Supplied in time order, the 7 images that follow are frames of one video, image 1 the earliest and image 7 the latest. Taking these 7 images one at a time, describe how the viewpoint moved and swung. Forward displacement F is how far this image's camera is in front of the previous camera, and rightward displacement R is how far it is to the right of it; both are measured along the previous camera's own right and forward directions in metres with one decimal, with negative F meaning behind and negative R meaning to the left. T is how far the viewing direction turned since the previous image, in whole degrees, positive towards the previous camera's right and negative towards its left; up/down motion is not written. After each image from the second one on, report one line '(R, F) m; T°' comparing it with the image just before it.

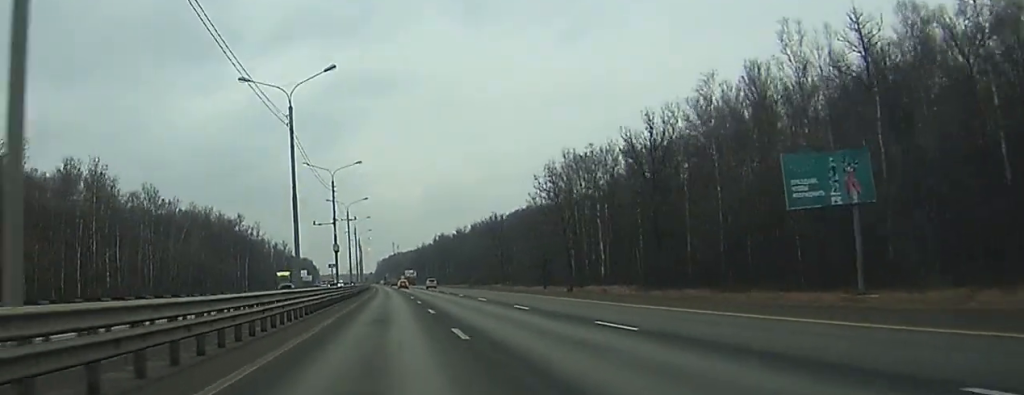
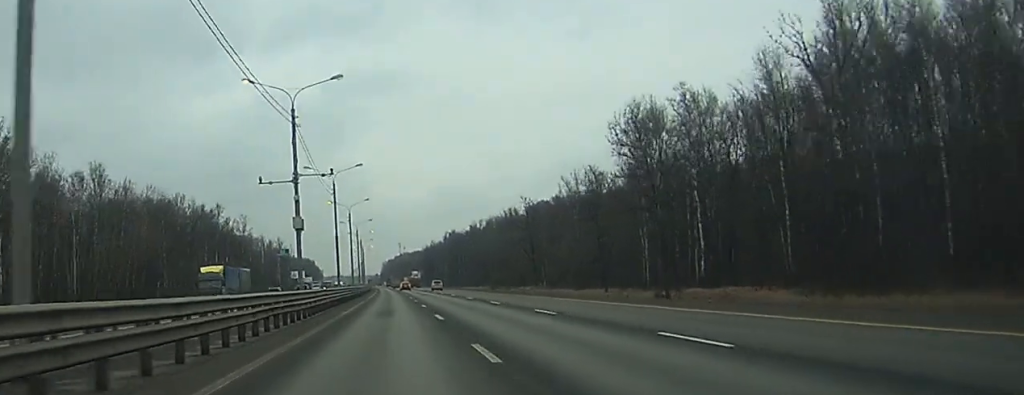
(-0.1, +37.3) m; 0°
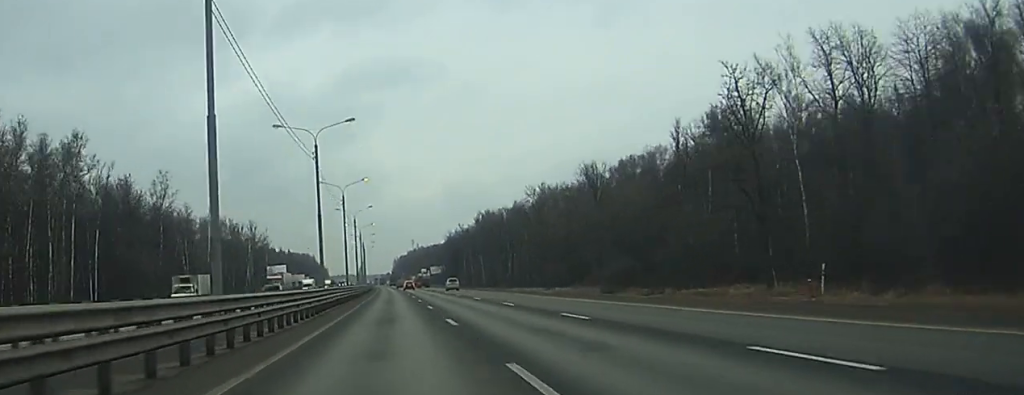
(-0.9, +101.2) m; -1°
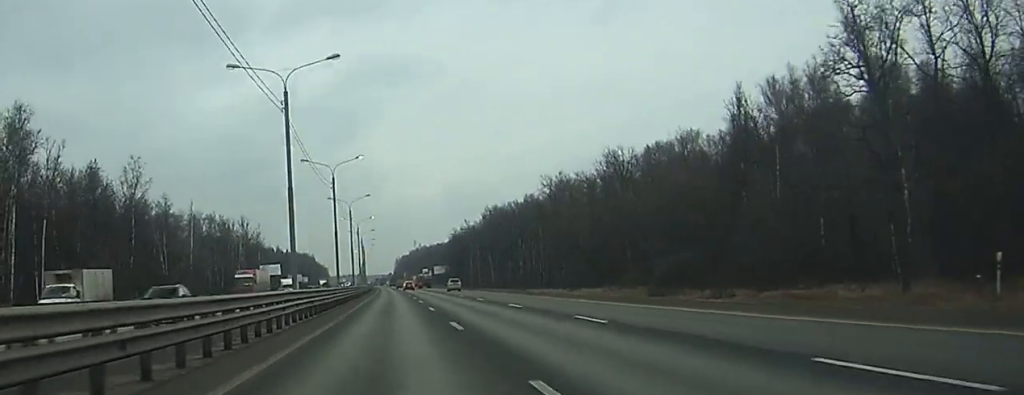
(0.0, +18.3) m; 0°
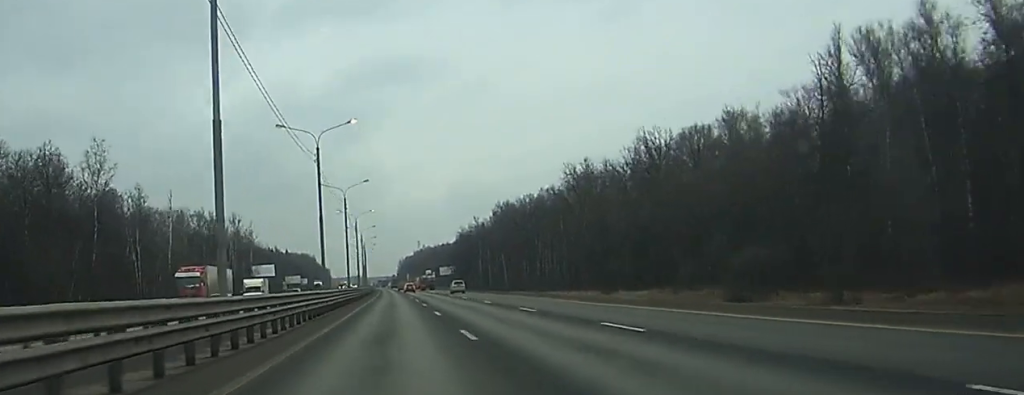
(0.0, +19.4) m; 0°
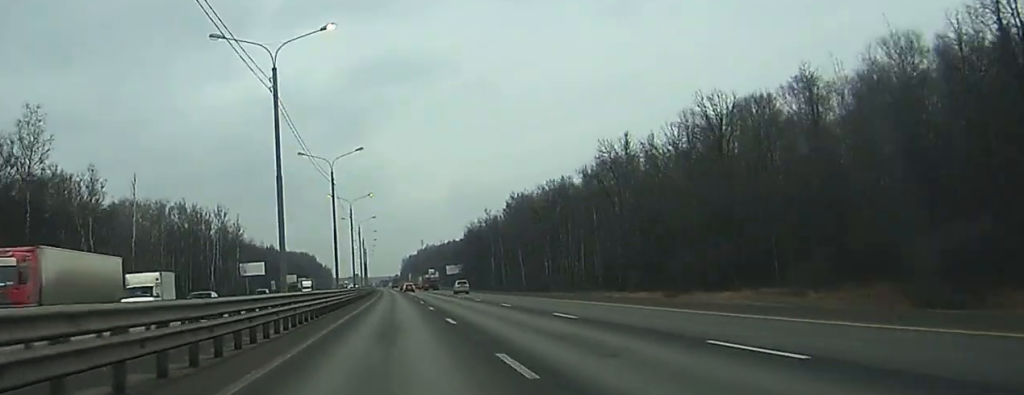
(-0.1, +24.0) m; 0°
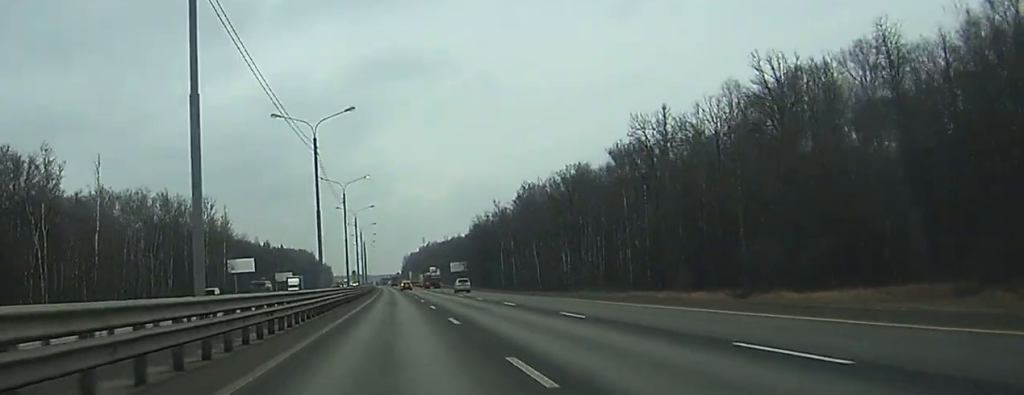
(0.0, +17.2) m; 0°
